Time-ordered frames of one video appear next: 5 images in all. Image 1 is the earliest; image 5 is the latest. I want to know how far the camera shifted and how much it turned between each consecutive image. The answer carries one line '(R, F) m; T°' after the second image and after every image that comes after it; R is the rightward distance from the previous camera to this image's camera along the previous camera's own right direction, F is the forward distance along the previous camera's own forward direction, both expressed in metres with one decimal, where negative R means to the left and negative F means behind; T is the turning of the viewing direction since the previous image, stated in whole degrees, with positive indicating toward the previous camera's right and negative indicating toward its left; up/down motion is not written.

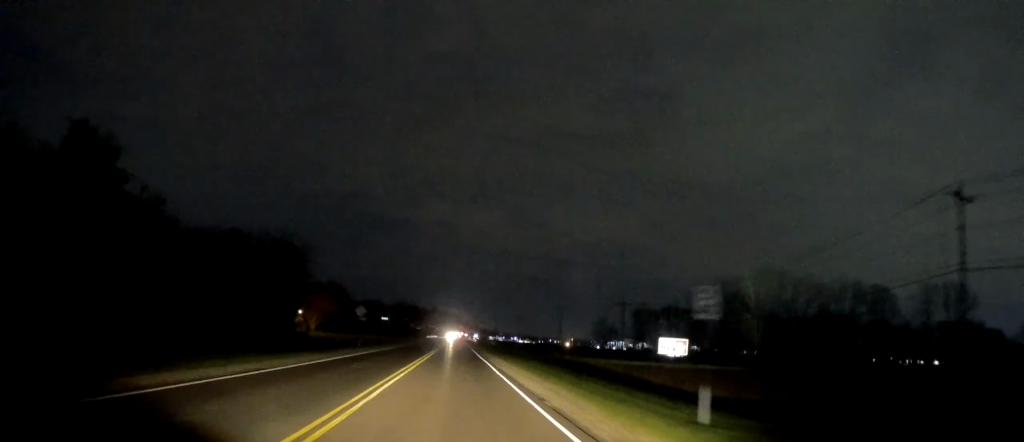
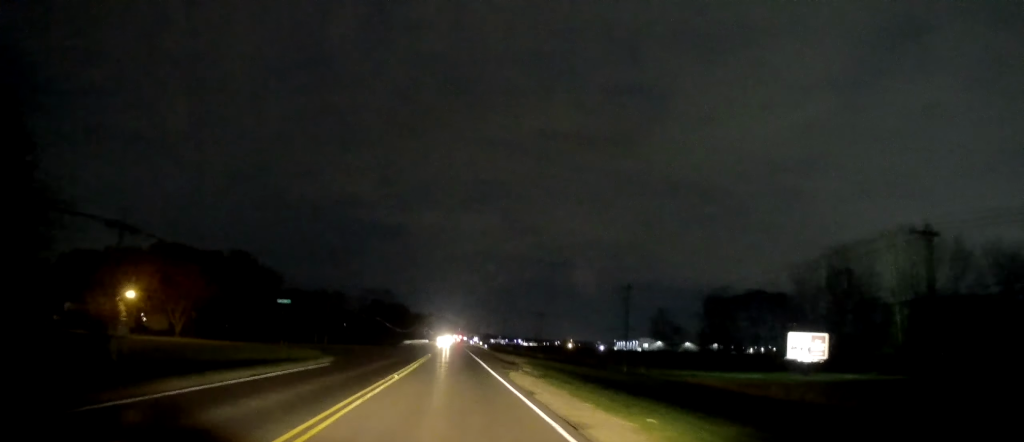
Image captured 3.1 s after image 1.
(-0.1, +60.9) m; -1°
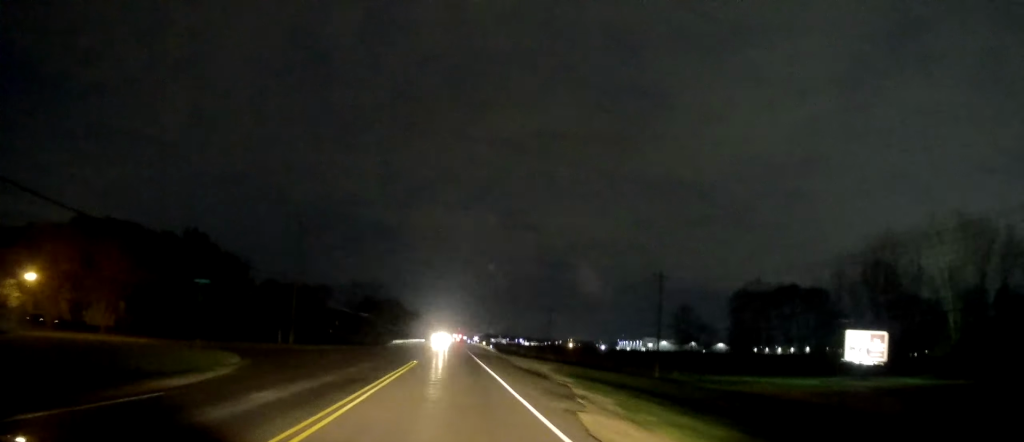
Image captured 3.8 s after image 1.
(-0.1, +14.8) m; 0°
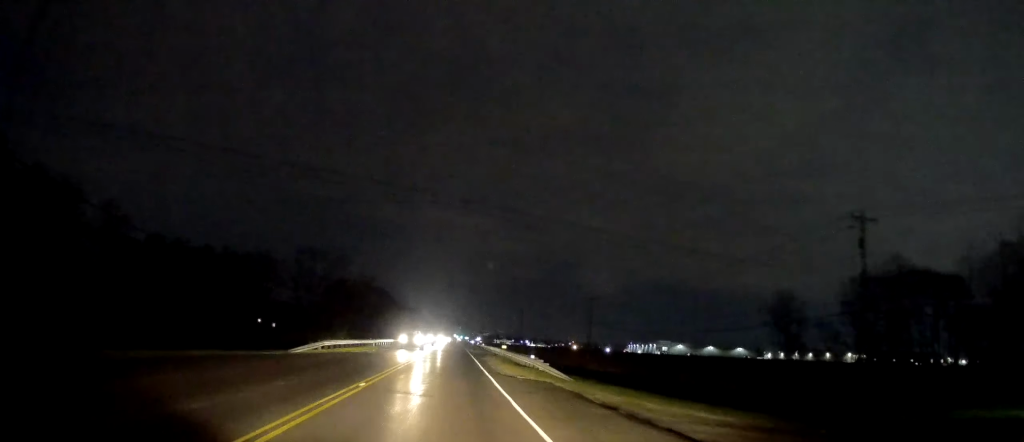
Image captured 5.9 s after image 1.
(+0.1, +40.6) m; -1°
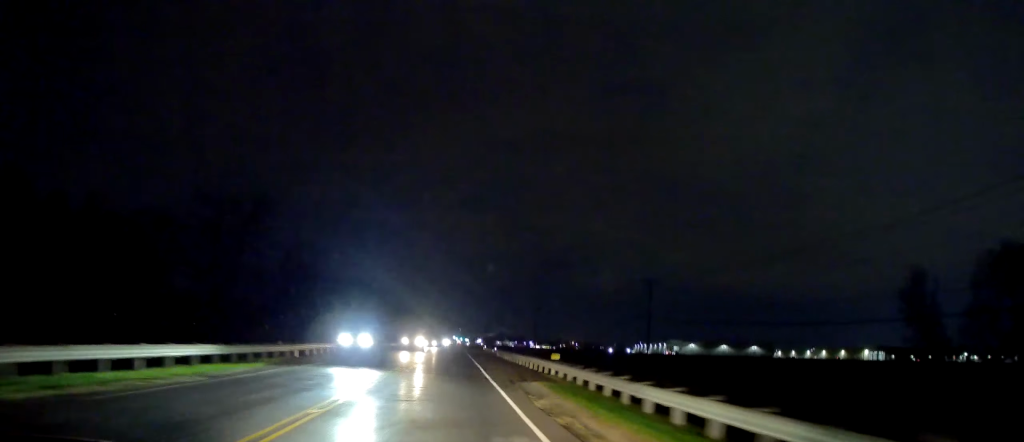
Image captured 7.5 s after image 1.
(-0.6, +29.5) m; 0°
